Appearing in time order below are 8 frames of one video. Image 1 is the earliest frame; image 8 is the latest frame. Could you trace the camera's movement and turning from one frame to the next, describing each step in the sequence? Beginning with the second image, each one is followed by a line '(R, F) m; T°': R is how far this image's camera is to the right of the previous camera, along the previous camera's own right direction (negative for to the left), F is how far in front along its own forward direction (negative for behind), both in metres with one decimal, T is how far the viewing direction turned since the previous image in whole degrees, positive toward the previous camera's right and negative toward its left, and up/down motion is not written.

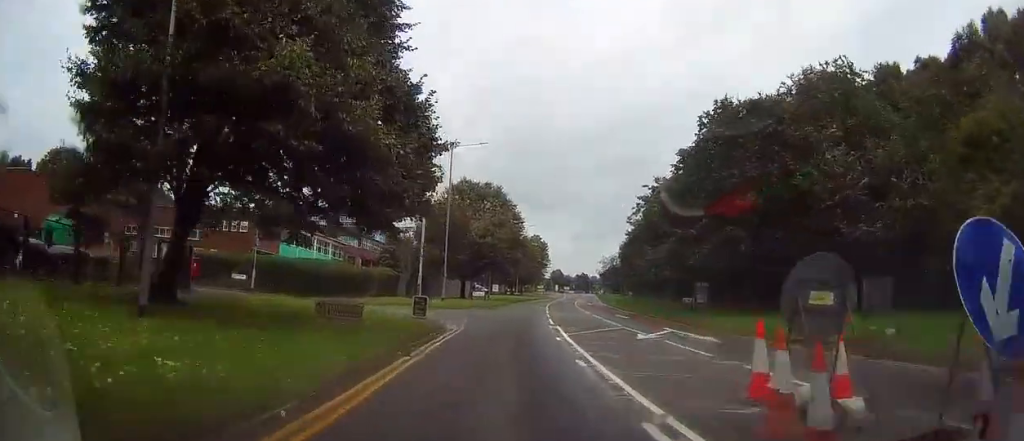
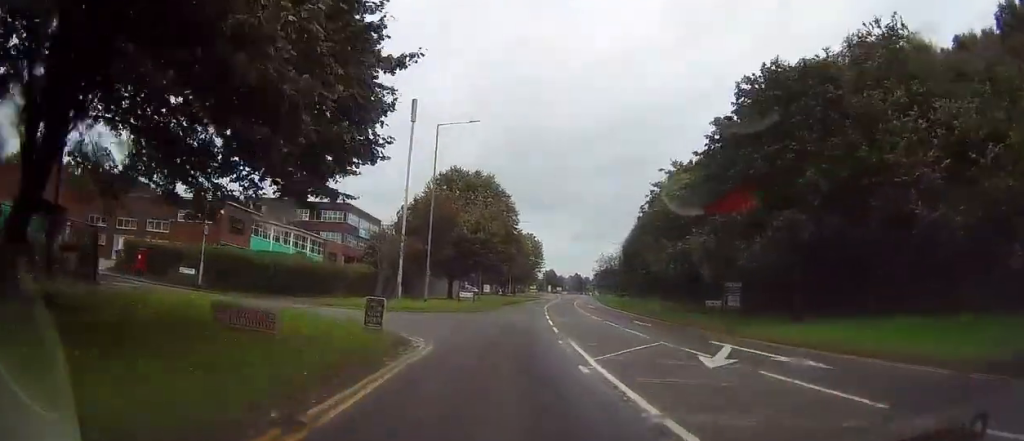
(-0.1, +6.9) m; 0°
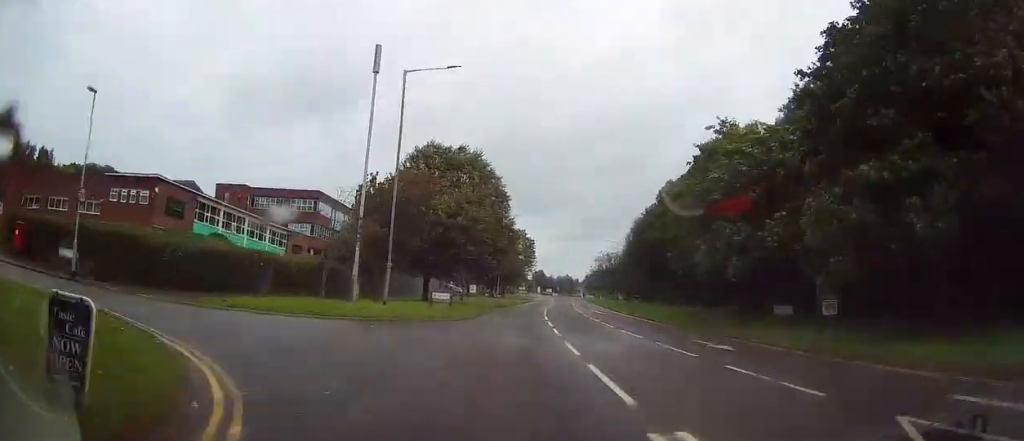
(+0.4, +11.3) m; +2°
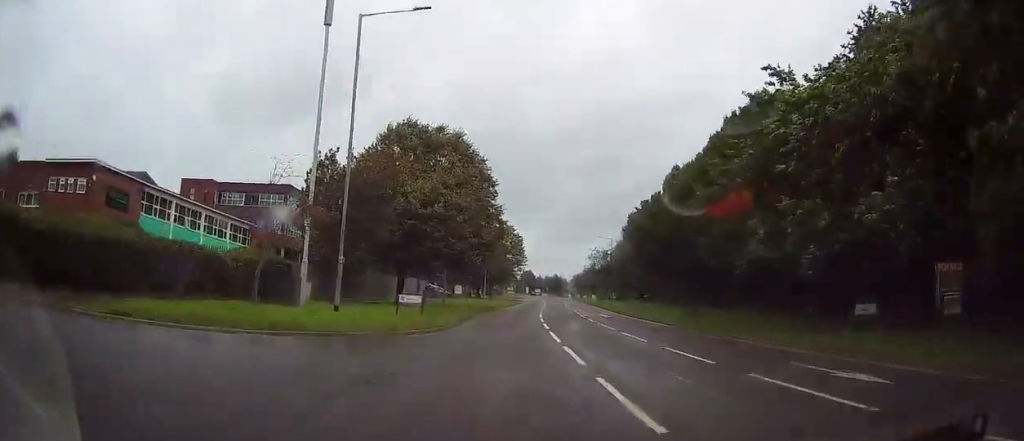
(0.0, +7.7) m; +1°
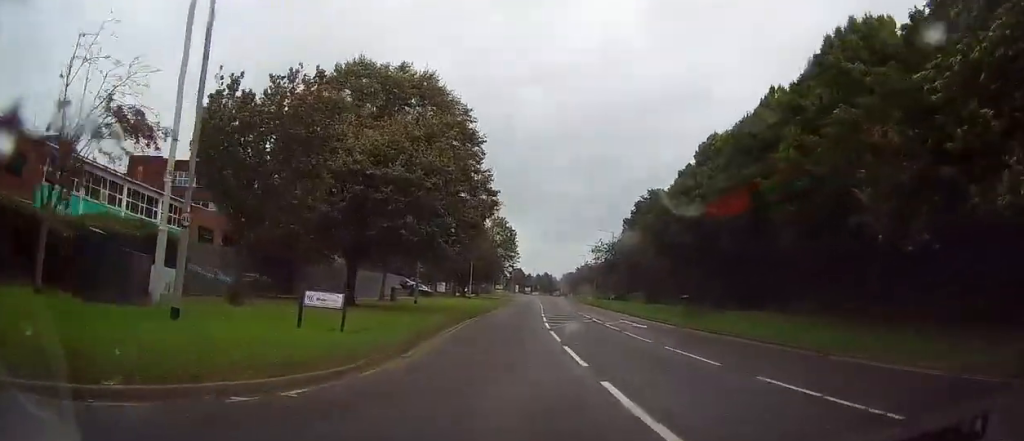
(+0.3, +12.6) m; +2°
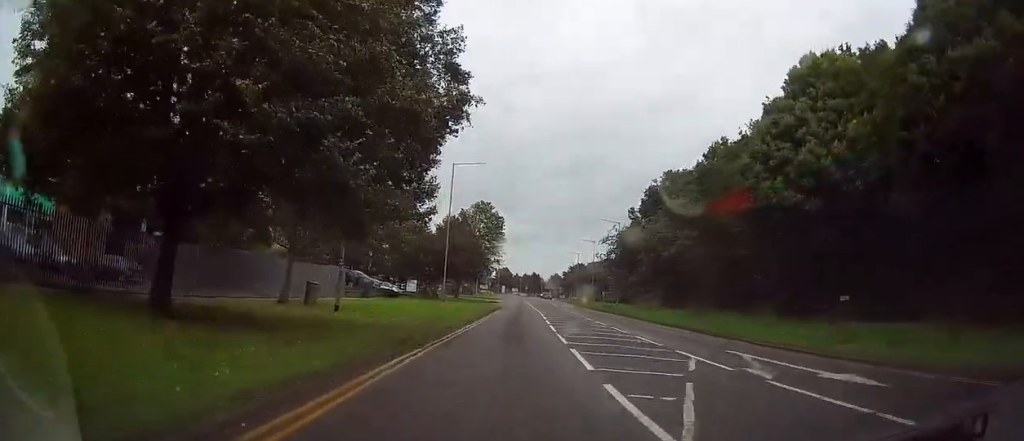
(+0.4, +18.5) m; +1°
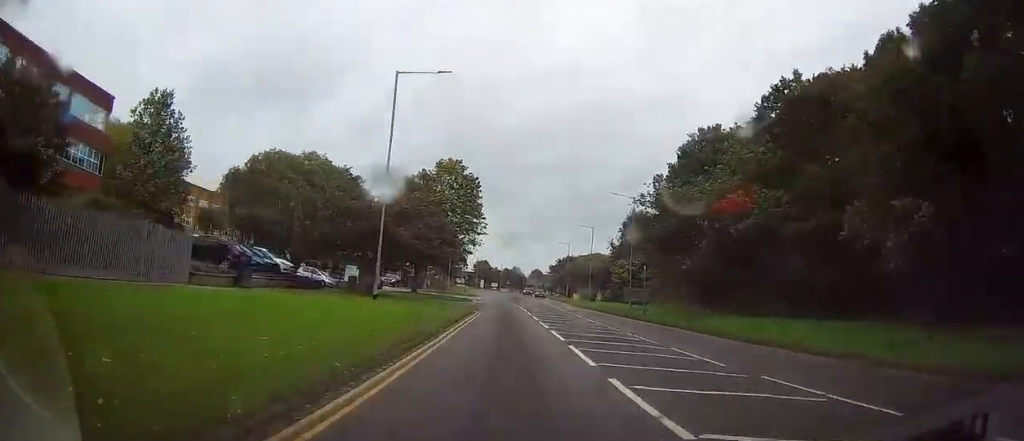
(-0.1, +23.5) m; +1°
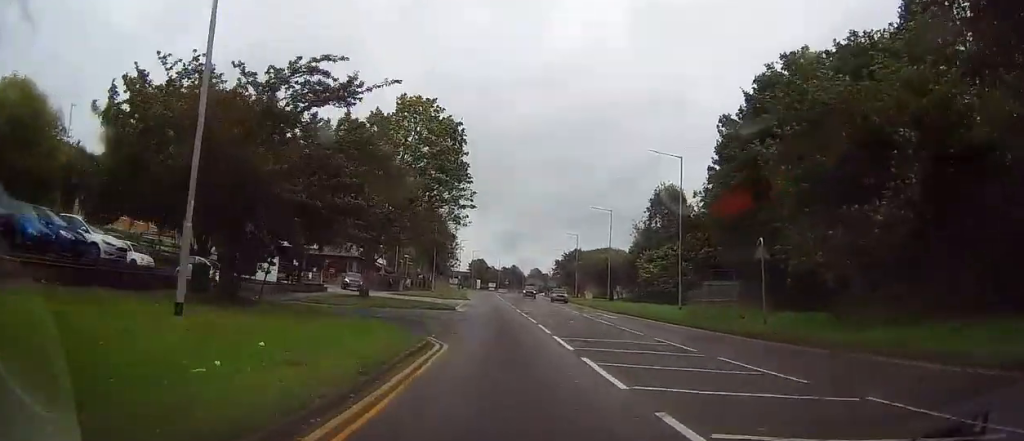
(+0.6, +21.2) m; +1°
